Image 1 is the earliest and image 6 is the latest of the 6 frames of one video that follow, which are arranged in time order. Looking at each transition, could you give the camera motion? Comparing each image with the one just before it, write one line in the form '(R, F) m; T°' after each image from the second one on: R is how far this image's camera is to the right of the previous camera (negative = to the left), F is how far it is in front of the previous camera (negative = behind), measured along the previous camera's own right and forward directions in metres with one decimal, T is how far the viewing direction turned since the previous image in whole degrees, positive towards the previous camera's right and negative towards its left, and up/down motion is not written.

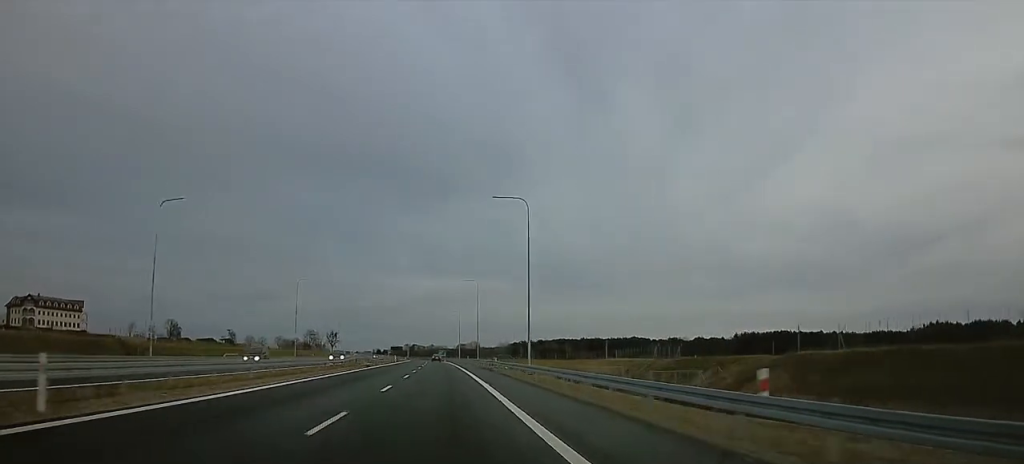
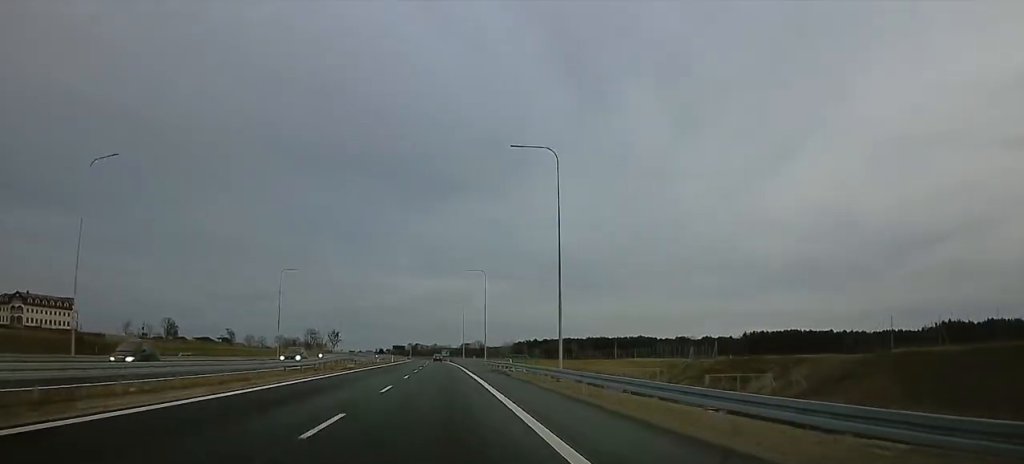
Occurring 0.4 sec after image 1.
(-0.1, +12.2) m; 0°
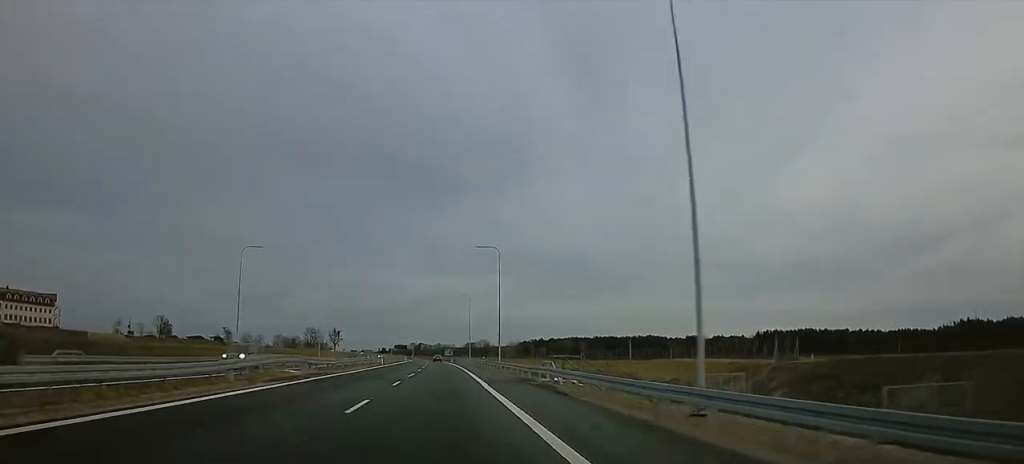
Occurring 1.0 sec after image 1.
(-0.1, +19.4) m; 0°
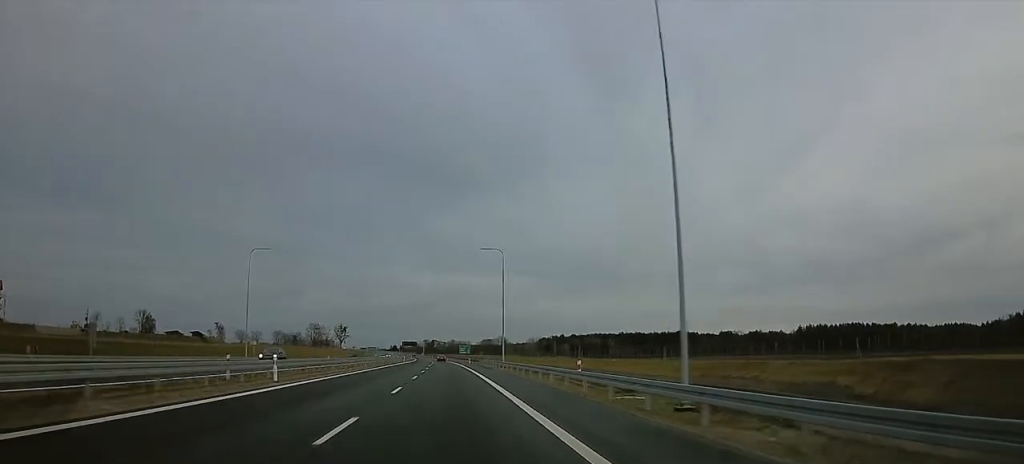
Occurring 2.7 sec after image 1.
(-0.4, +52.1) m; -3°
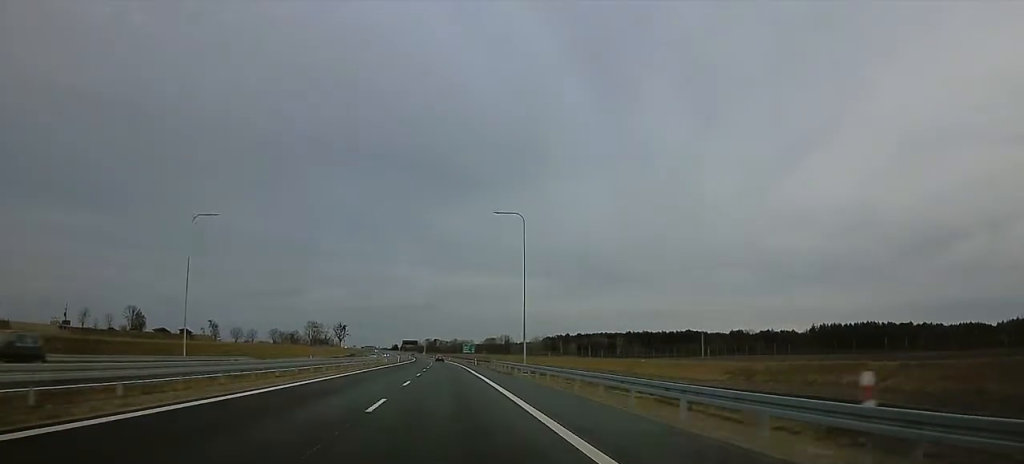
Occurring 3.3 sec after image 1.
(-0.5, +18.4) m; 0°
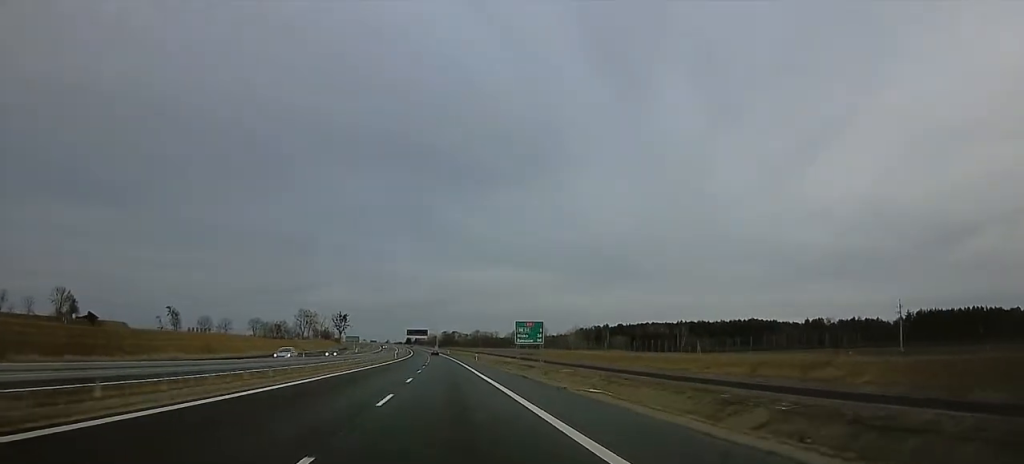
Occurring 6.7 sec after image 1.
(+0.7, +104.7) m; -1°
